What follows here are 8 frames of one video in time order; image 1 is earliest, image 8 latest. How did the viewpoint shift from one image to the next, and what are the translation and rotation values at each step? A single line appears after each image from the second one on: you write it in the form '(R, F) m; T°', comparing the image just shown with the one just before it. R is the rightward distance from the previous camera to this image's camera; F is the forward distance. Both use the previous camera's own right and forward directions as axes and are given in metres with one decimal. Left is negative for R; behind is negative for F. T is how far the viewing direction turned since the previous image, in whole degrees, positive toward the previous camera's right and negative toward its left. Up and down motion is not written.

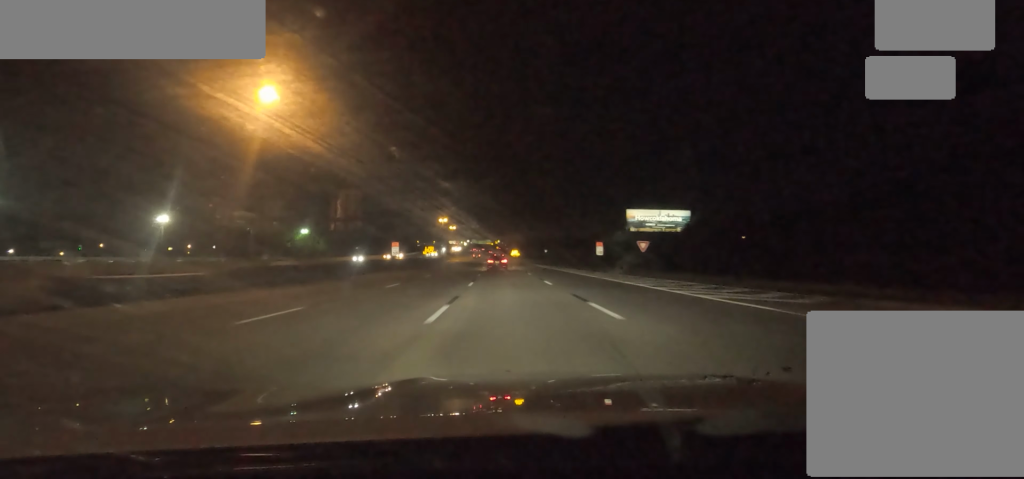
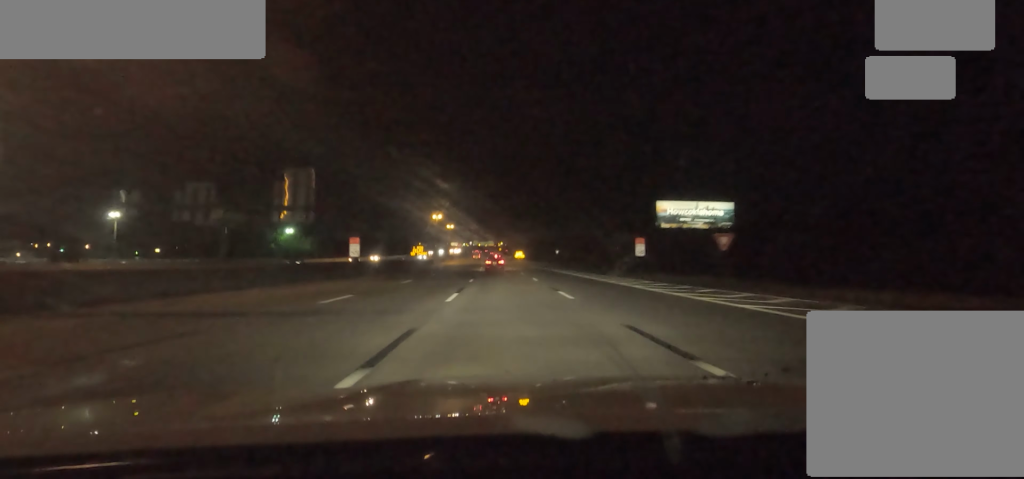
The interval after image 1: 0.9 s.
(0.0, +21.8) m; 0°
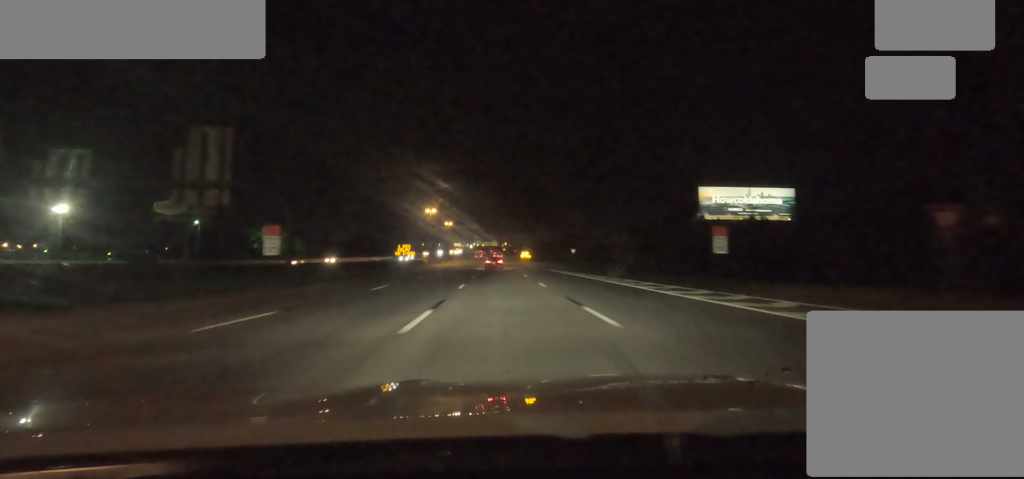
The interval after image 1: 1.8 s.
(0.0, +19.8) m; 0°
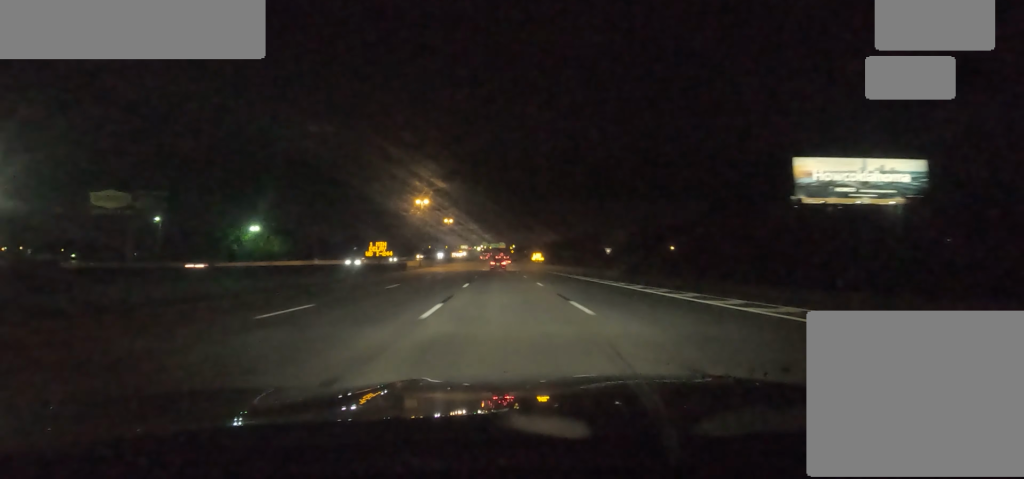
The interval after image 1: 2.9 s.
(+0.4, +24.7) m; +3°
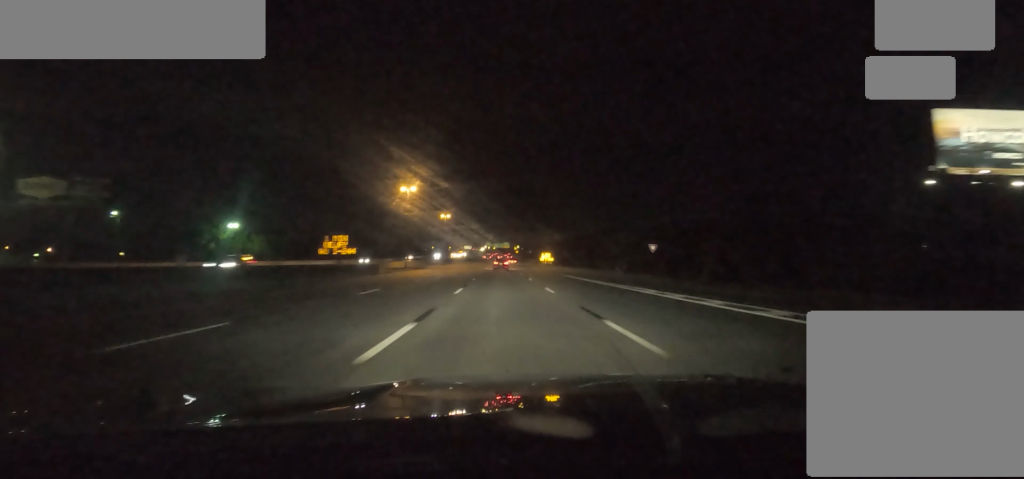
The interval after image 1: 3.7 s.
(+1.2, +18.5) m; 0°
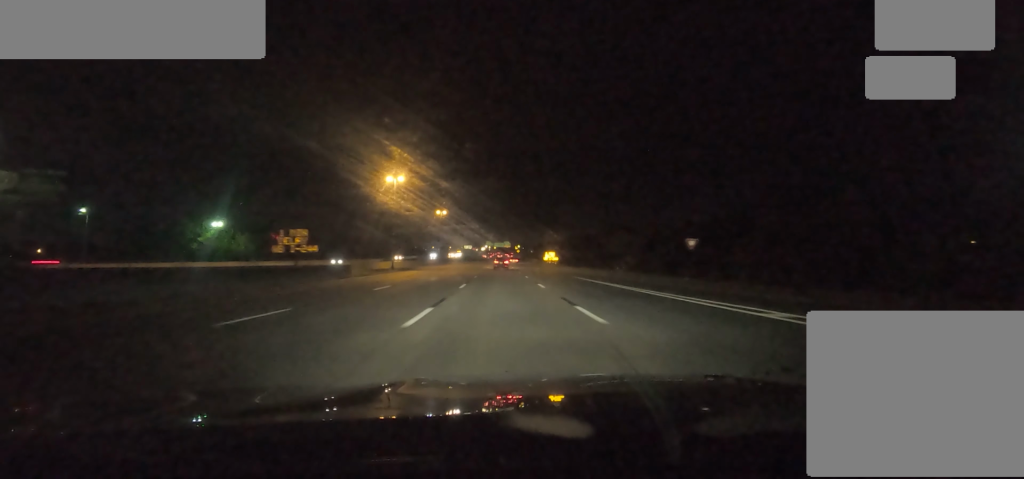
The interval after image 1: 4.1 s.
(-0.7, +10.5) m; -3°
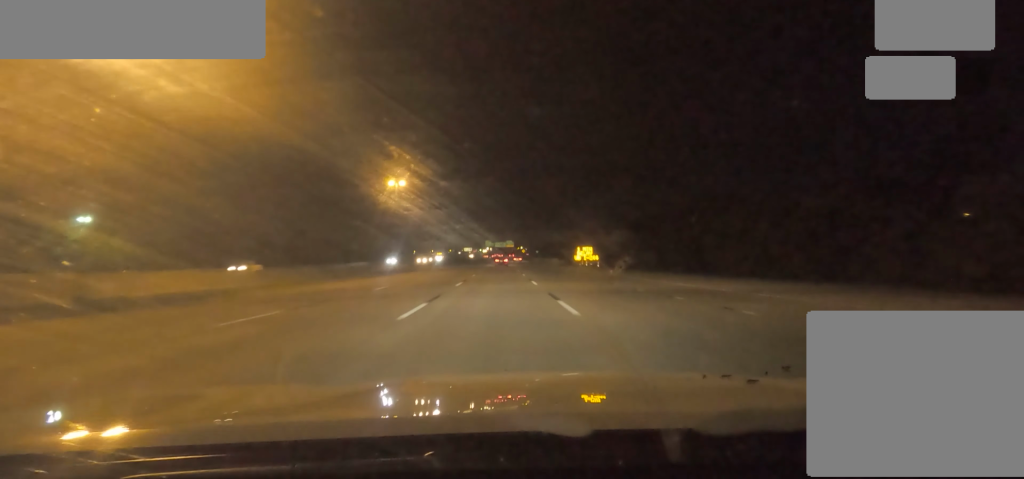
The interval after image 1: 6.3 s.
(-3.3, +52.5) m; -1°
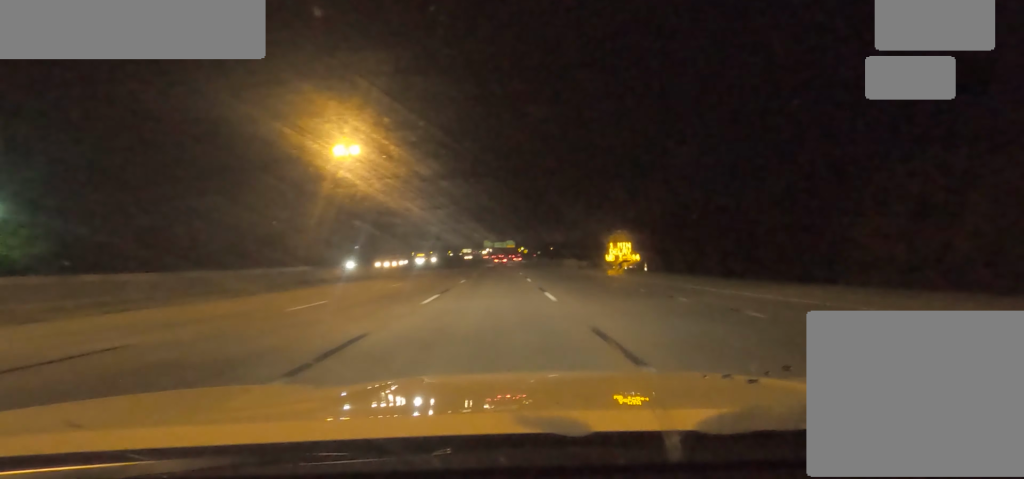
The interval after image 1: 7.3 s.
(+0.7, +23.3) m; +1°
